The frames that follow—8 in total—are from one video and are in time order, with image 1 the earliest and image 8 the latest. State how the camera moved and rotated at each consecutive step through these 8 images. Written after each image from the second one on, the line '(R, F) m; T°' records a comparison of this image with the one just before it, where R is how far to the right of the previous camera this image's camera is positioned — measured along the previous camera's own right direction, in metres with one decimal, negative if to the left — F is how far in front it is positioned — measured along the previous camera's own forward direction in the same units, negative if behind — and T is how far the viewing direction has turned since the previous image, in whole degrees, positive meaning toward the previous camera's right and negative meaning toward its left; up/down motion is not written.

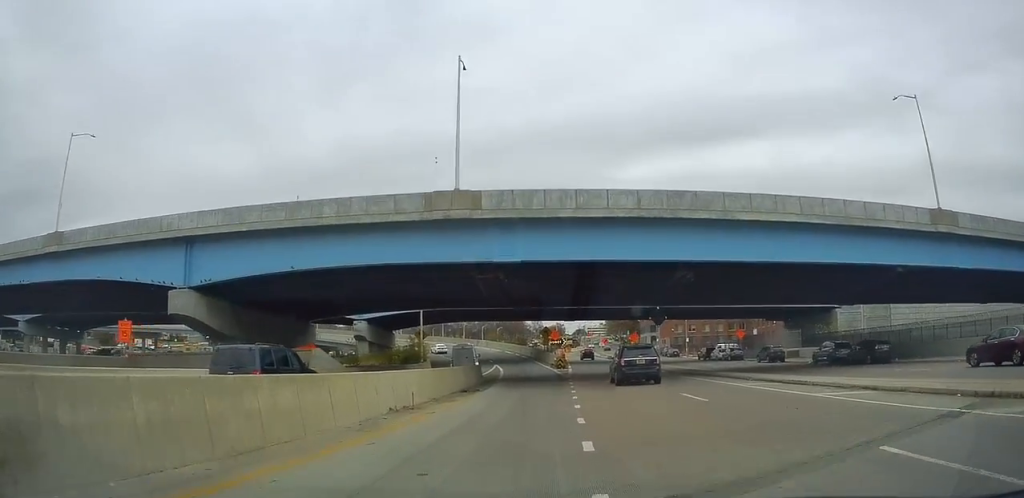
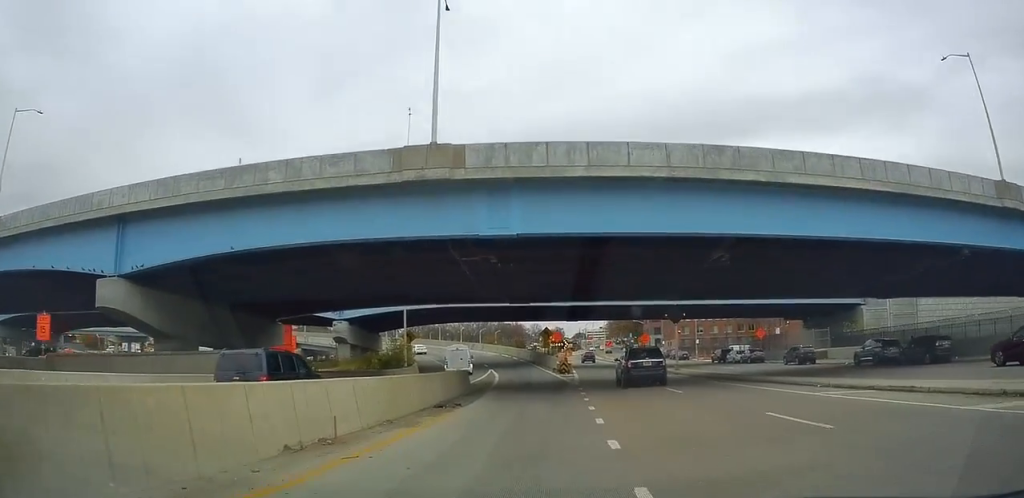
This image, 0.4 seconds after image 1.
(-0.1, +7.0) m; 0°
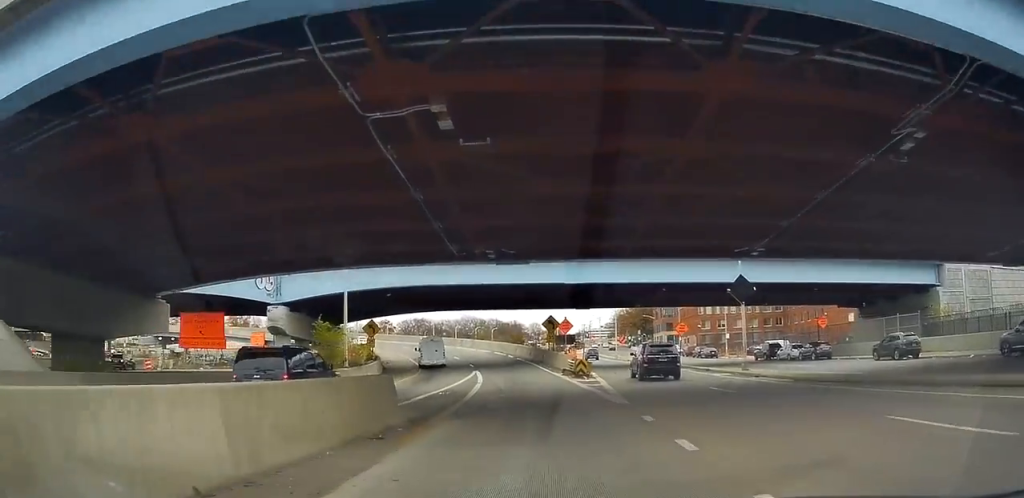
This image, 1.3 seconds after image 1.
(+0.2, +16.1) m; 0°
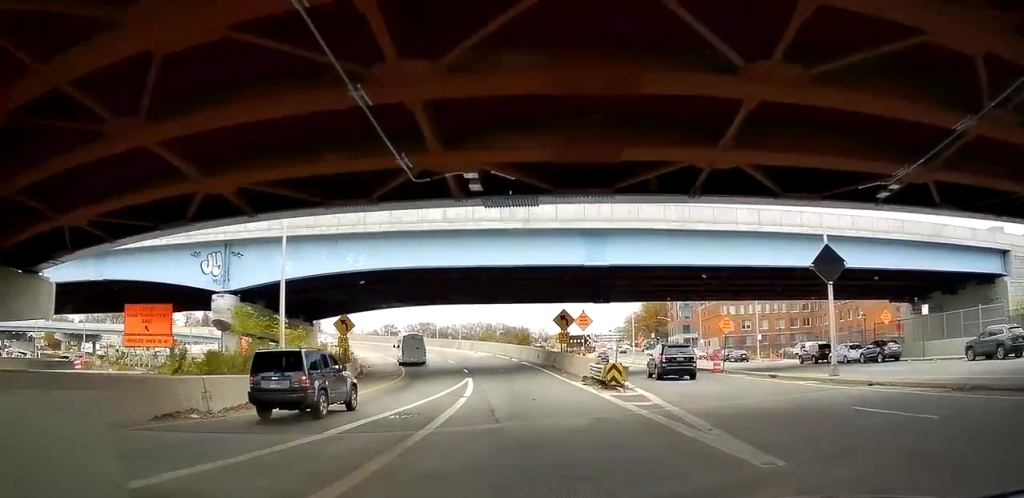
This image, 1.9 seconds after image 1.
(0.0, +10.0) m; 0°
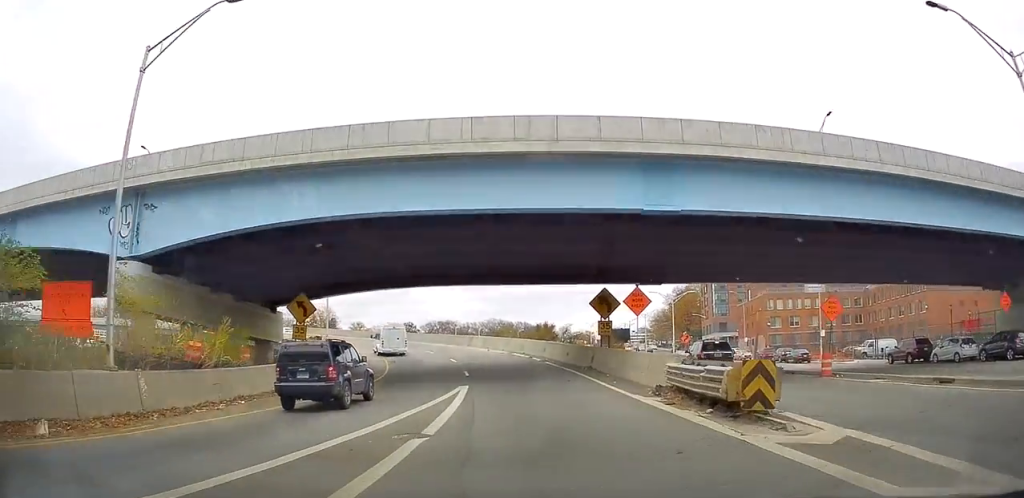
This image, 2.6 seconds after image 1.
(-0.1, +12.4) m; 0°
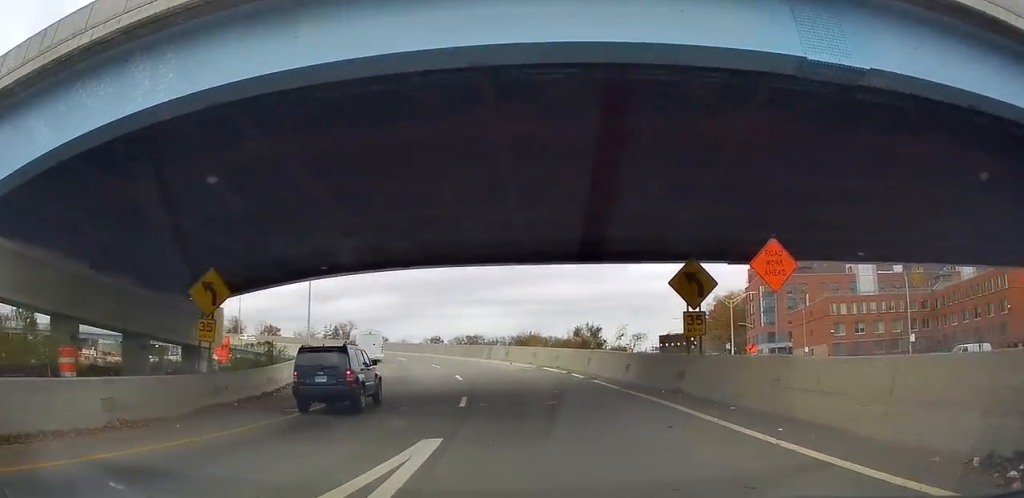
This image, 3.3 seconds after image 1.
(0.0, +12.7) m; 0°
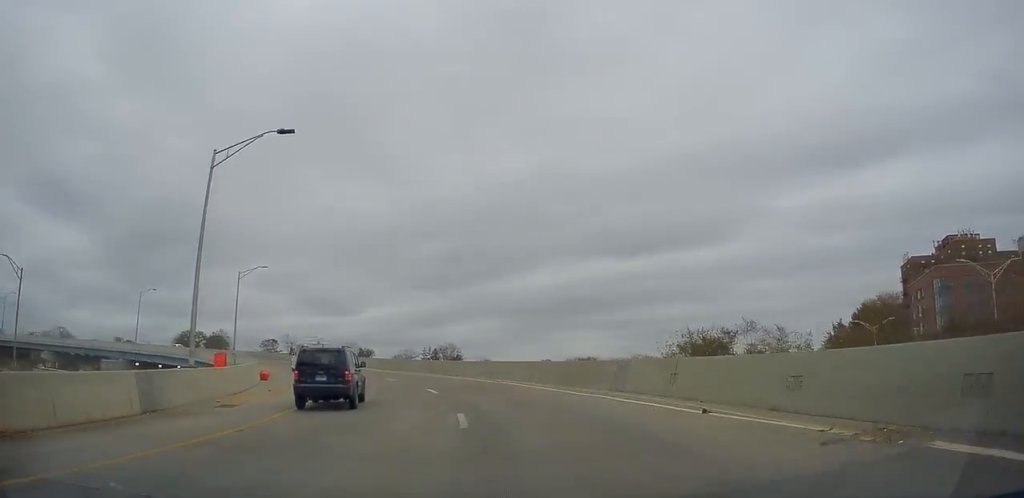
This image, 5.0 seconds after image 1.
(-0.2, +29.0) m; -4°
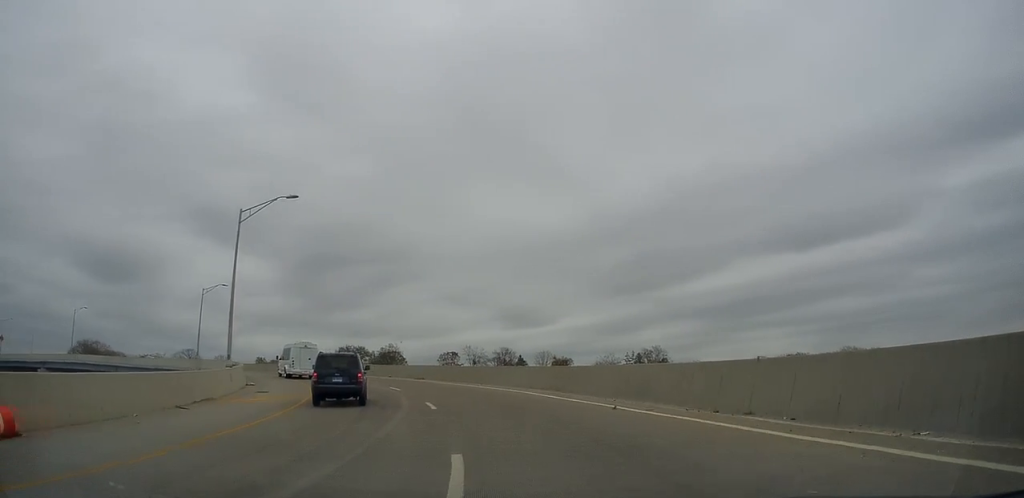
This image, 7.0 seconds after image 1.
(-4.7, +33.3) m; -17°
